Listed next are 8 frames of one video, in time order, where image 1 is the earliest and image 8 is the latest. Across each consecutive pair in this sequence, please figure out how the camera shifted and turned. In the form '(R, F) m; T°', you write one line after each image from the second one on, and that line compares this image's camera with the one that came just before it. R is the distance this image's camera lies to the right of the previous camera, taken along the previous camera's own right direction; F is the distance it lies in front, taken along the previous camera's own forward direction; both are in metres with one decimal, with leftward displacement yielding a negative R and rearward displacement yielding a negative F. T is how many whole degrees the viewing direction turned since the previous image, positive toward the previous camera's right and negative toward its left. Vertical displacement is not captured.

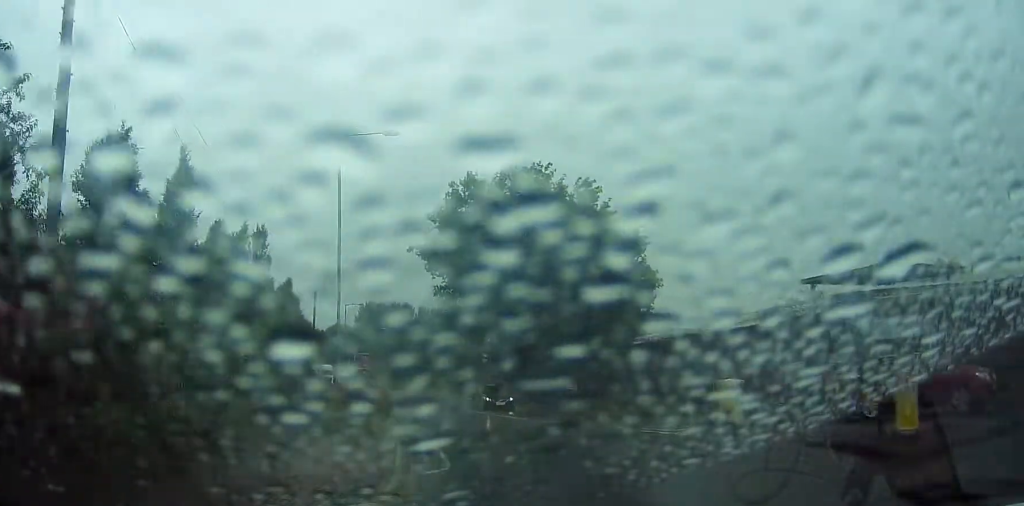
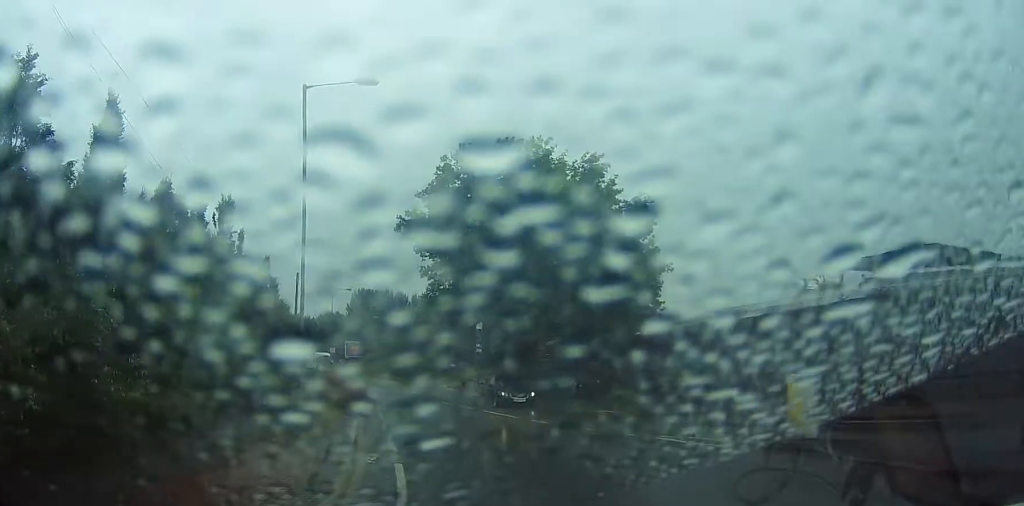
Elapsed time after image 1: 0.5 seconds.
(+0.2, +4.0) m; -1°
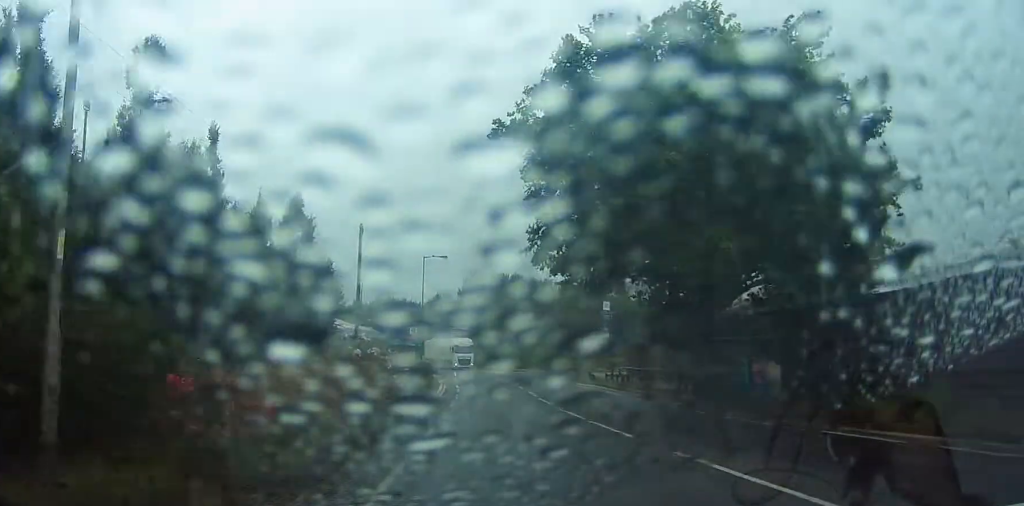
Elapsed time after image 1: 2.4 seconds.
(-2.9, +15.8) m; -21°
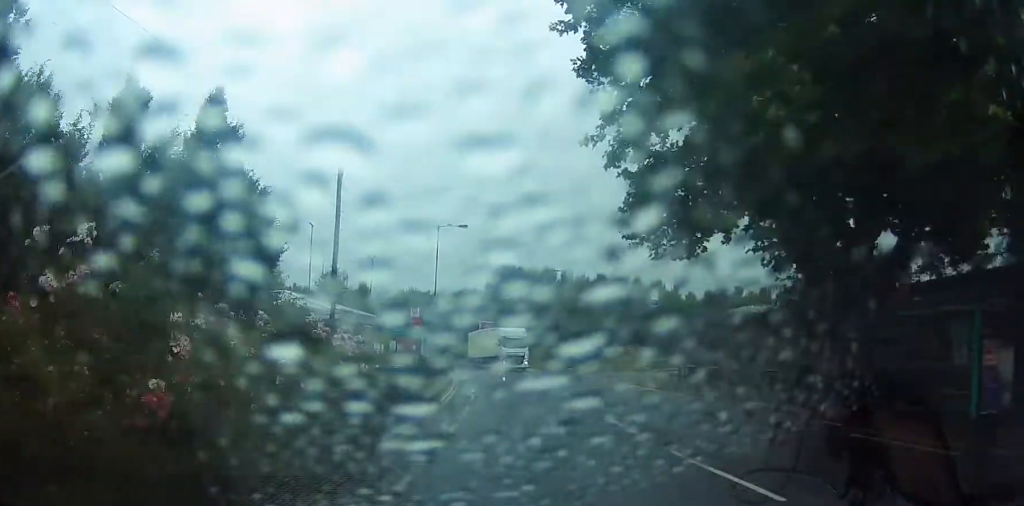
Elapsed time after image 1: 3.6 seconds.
(0.0, +12.0) m; 0°
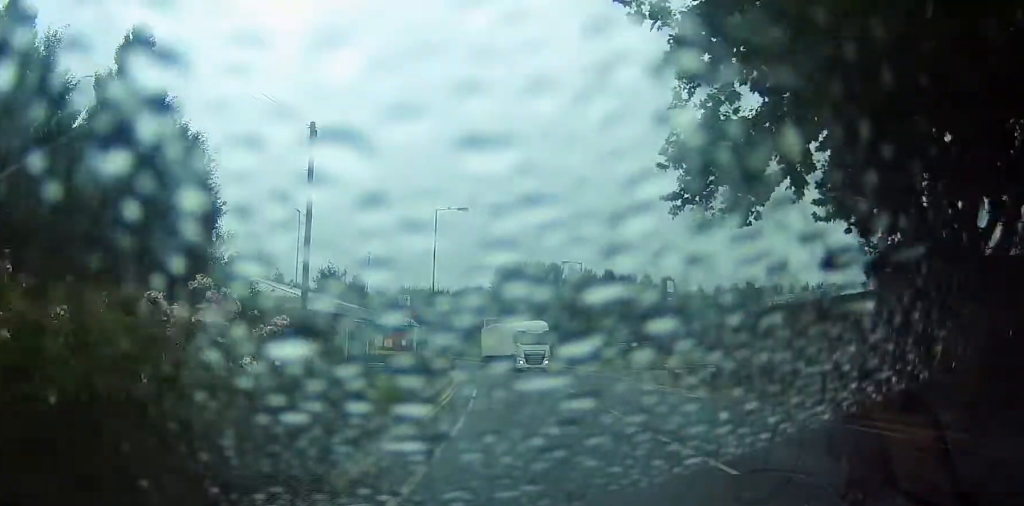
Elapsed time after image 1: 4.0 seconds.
(0.0, +4.8) m; 0°
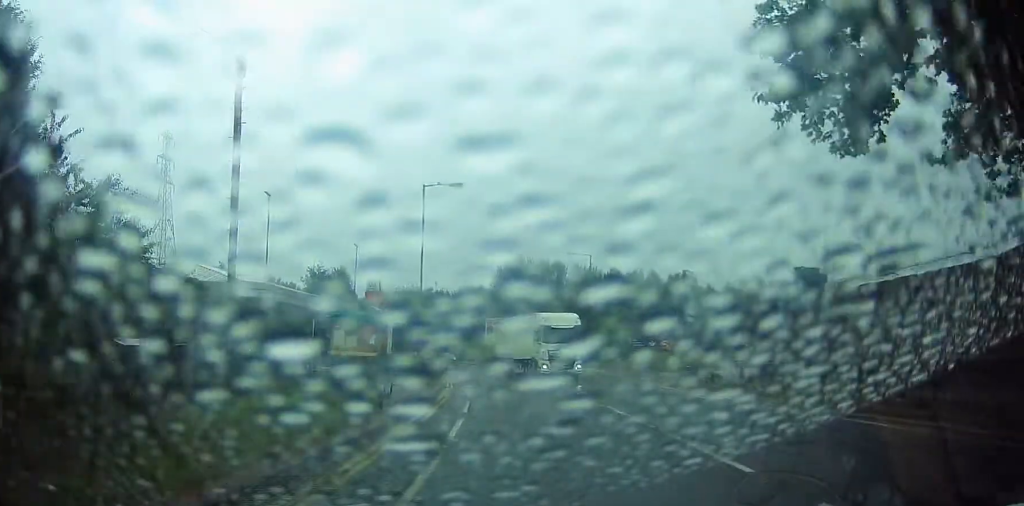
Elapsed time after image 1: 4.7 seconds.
(+0.1, +6.8) m; +1°
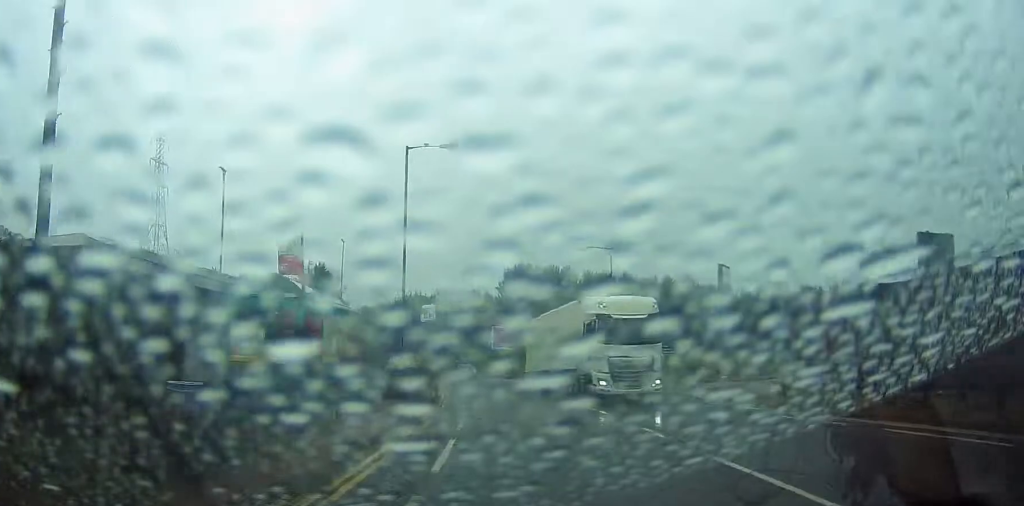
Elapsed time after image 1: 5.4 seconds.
(+0.1, +8.4) m; 0°
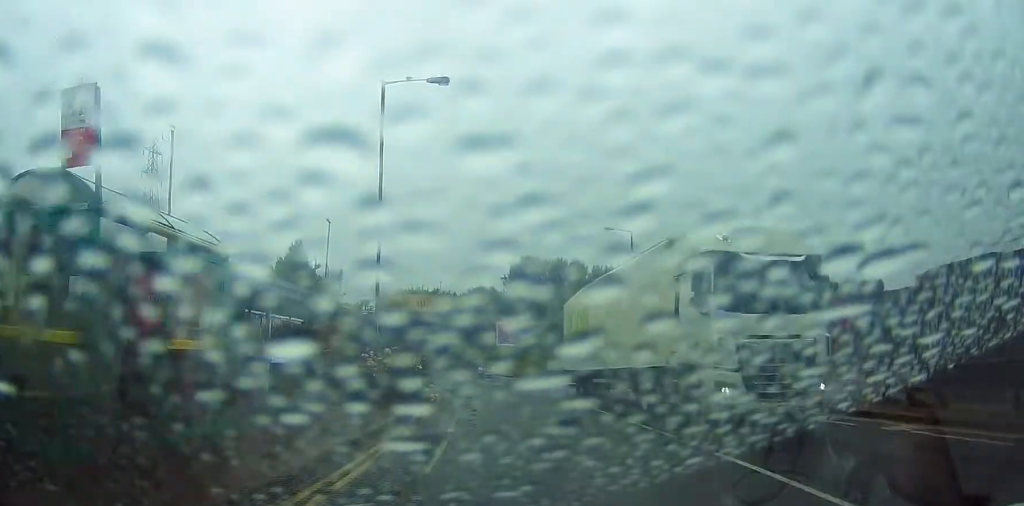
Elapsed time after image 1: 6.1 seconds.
(0.0, +6.7) m; -1°
